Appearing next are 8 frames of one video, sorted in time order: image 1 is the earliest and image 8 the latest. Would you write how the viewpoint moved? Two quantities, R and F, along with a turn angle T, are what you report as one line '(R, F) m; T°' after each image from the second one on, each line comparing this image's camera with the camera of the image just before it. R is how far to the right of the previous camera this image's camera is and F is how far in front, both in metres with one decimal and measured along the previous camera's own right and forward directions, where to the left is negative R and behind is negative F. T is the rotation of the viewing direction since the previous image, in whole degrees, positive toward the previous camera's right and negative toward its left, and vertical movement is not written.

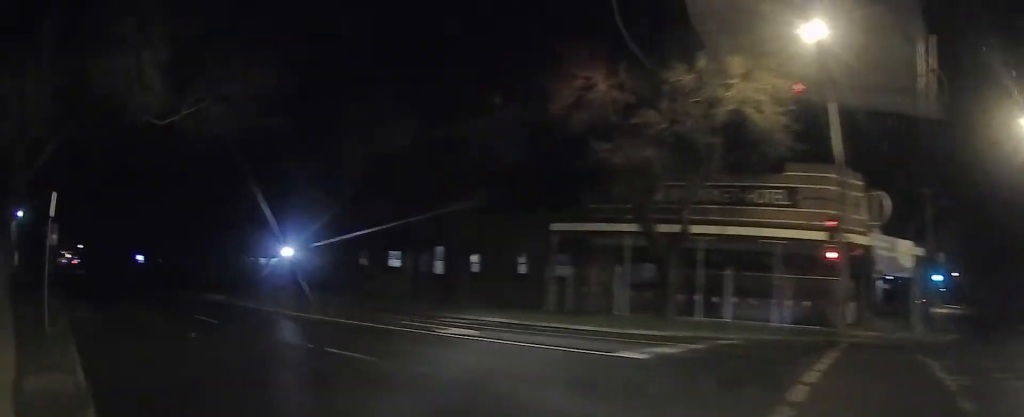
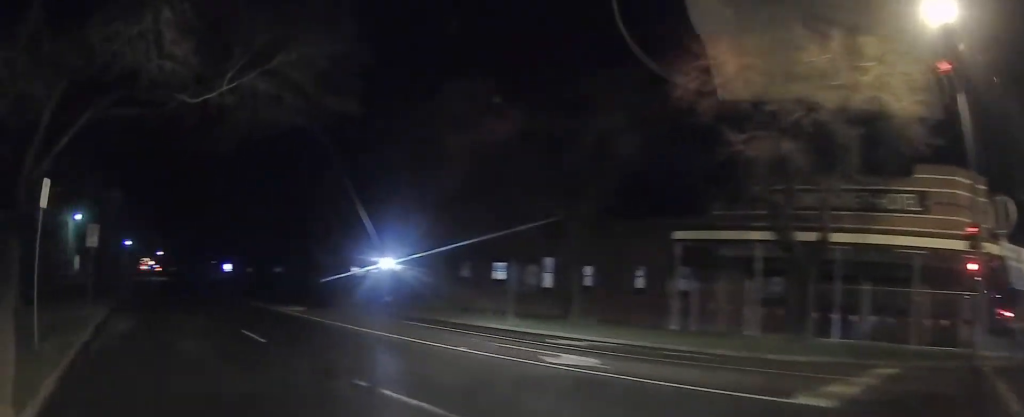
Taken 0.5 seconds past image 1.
(+0.2, +2.8) m; -11°
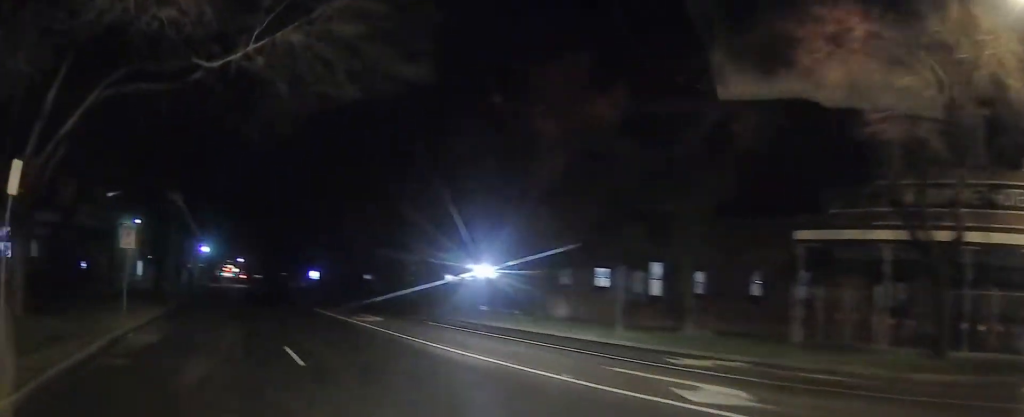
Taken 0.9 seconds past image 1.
(-0.1, +2.5) m; -10°
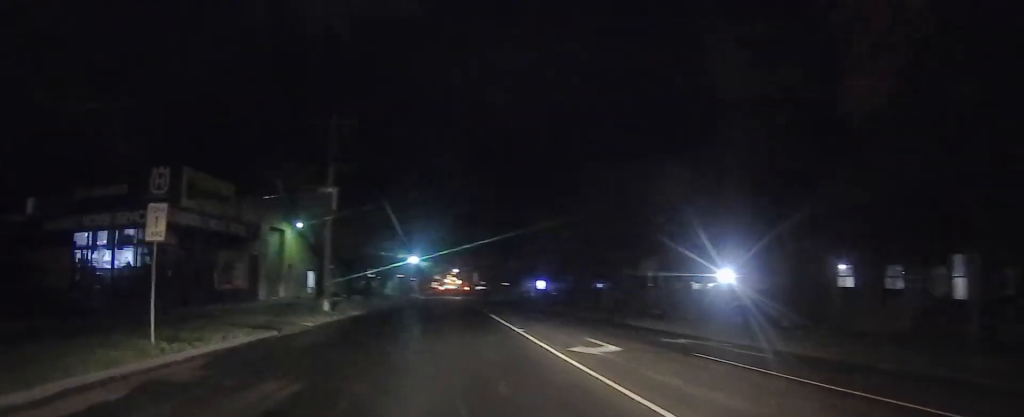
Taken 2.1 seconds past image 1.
(-2.3, +7.4) m; -23°
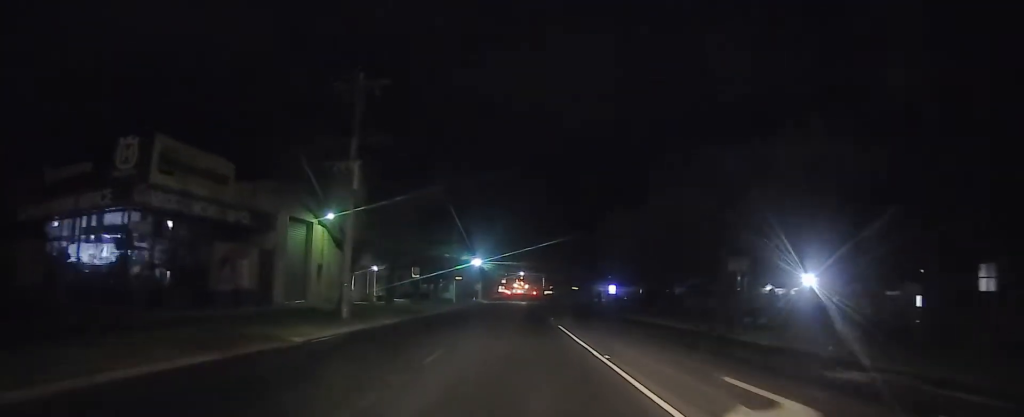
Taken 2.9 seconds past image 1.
(-0.3, +5.6) m; -9°
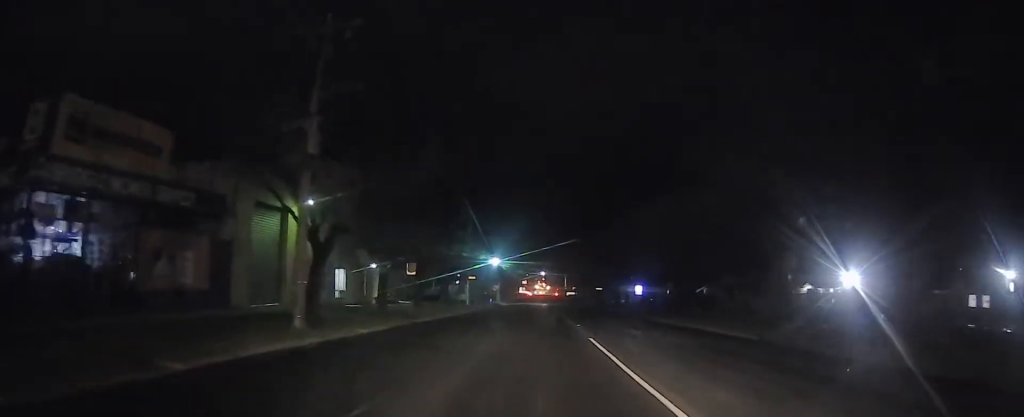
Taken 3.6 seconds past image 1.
(-0.7, +5.7) m; -5°
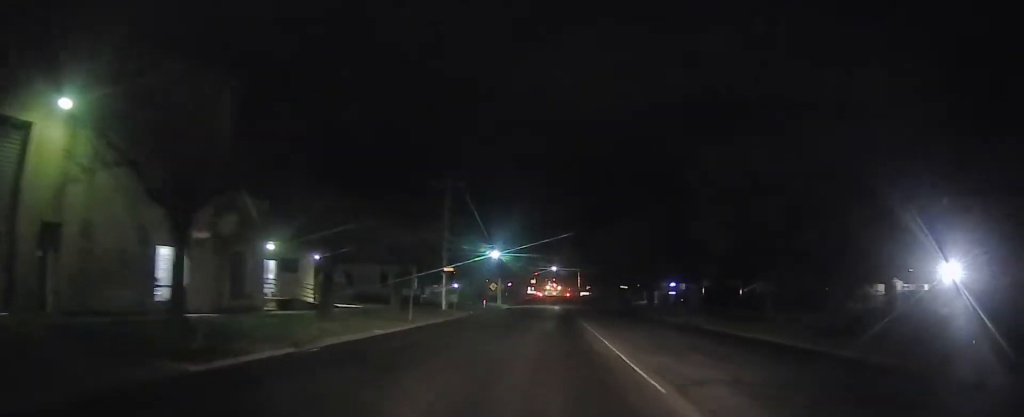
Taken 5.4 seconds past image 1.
(-0.1, +18.3) m; -1°
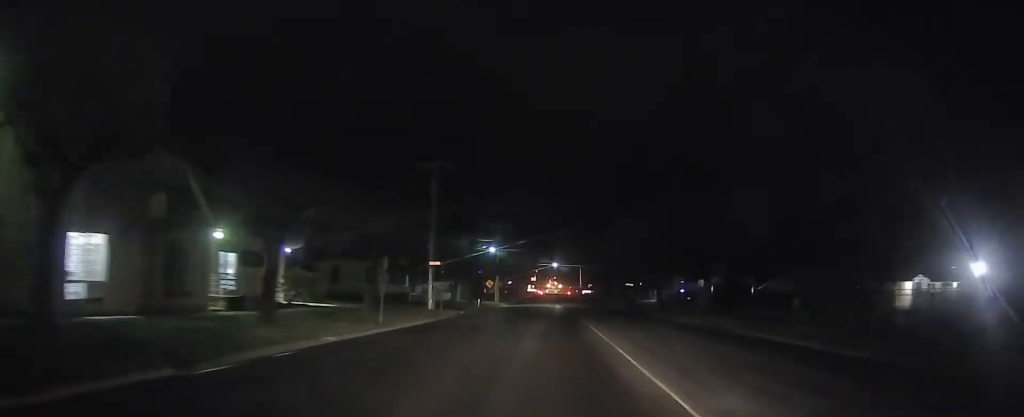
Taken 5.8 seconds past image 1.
(0.0, +4.5) m; -1°
